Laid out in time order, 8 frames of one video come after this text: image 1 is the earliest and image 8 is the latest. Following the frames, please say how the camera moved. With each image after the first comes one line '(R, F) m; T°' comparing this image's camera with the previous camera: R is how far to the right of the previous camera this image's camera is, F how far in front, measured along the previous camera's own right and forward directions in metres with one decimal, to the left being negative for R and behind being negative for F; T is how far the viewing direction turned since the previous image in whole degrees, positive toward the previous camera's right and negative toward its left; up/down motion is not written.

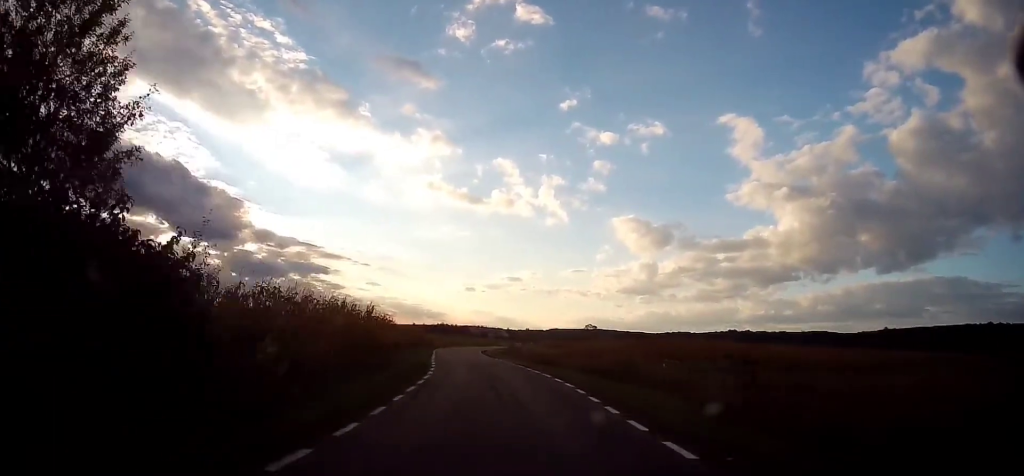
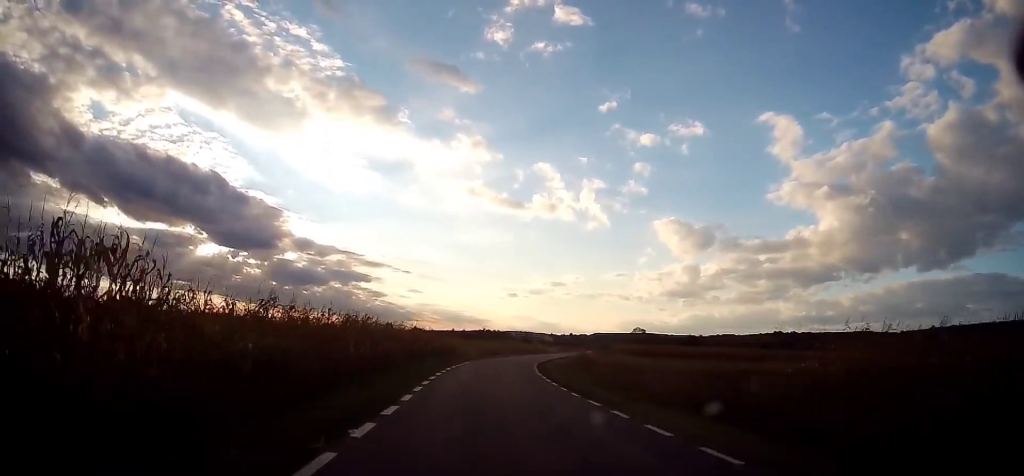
(-0.7, +24.0) m; -2°
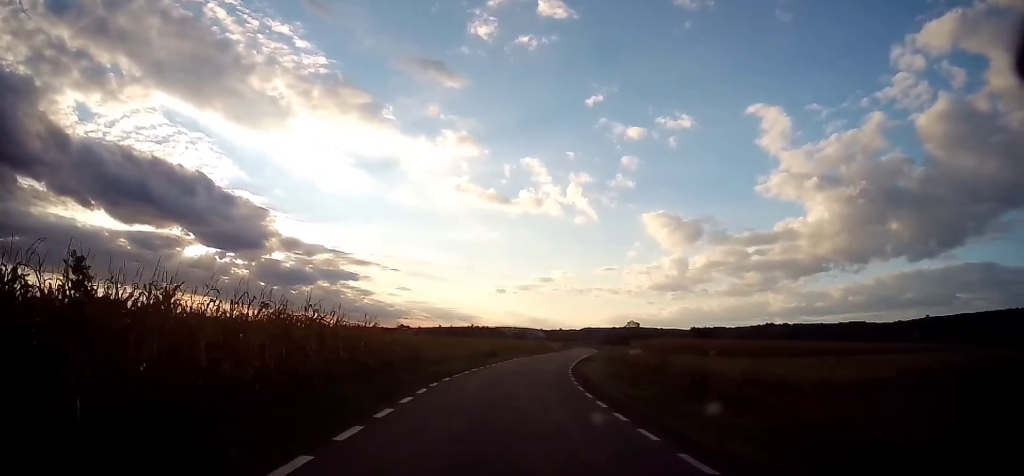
(-0.1, +18.3) m; 0°
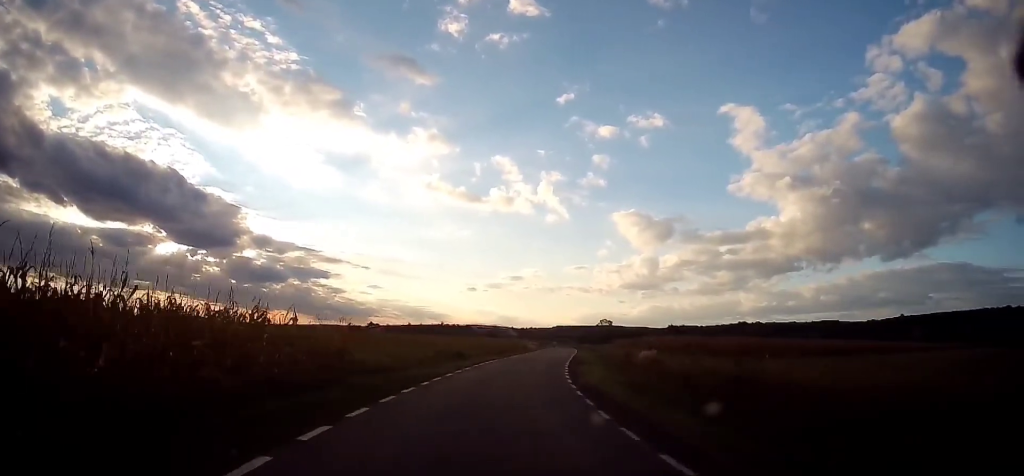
(-0.1, +8.1) m; +1°
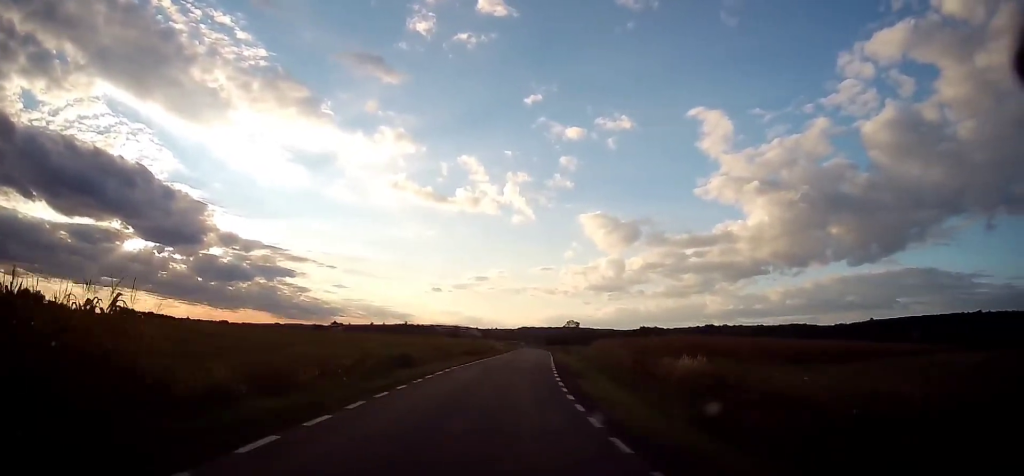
(+0.3, +8.8) m; +2°
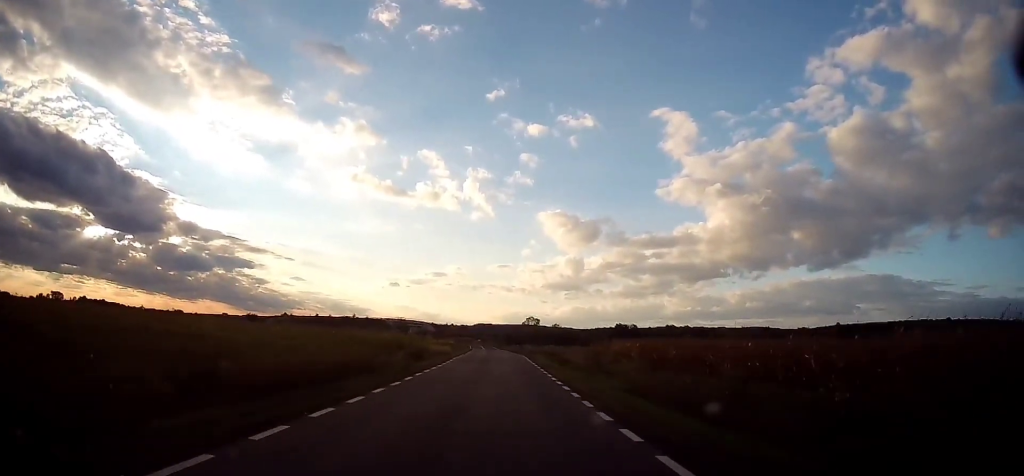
(+2.2, +28.8) m; +8°
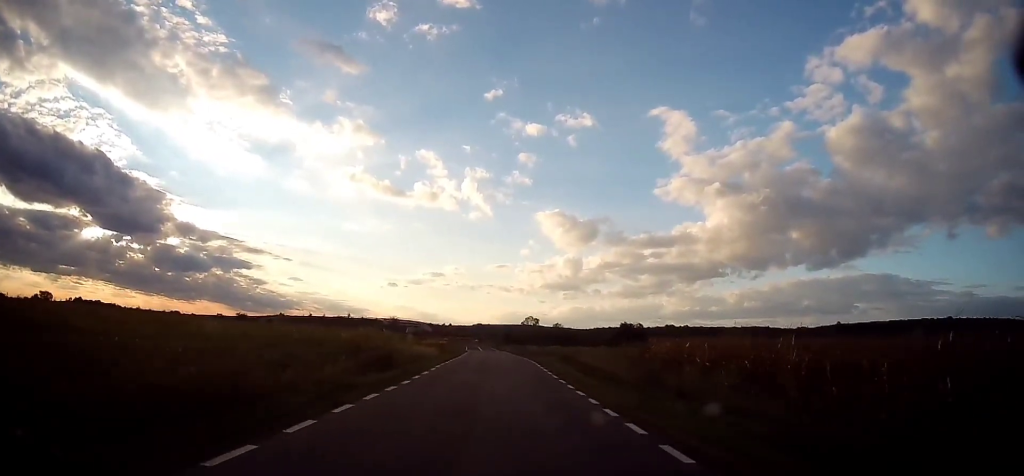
(+0.5, +9.3) m; 0°
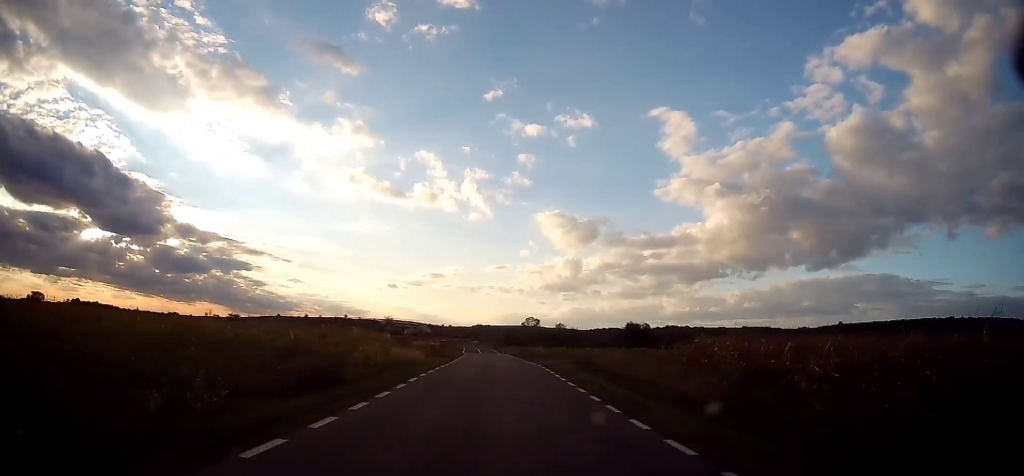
(-0.1, +7.4) m; 0°
